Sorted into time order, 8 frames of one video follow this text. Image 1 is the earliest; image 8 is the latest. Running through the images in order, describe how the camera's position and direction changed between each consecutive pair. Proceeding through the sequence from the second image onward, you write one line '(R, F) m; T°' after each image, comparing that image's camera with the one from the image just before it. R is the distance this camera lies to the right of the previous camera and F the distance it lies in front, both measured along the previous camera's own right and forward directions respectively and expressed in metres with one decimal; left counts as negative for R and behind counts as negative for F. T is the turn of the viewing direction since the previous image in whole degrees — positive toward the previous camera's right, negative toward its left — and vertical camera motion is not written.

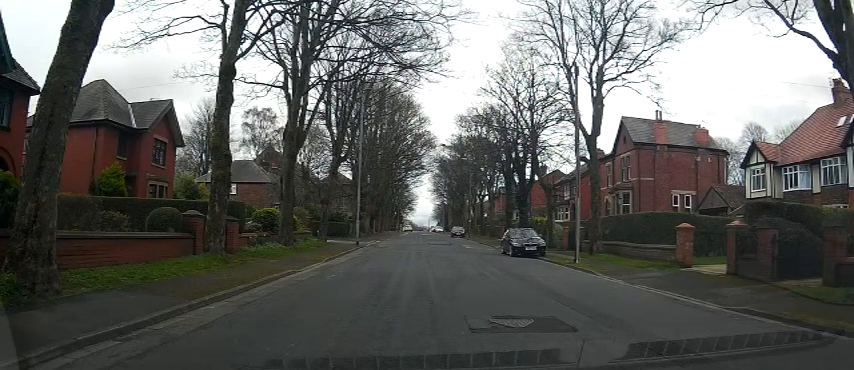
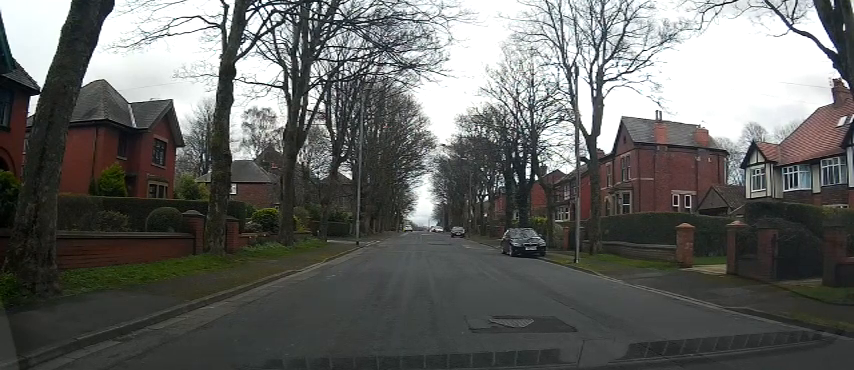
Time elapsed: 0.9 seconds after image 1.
(0.0, 0.0) m; 0°
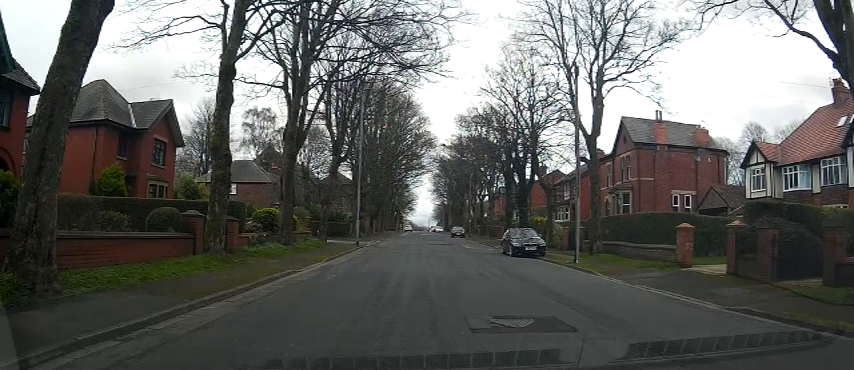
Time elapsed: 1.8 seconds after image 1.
(0.0, 0.0) m; 0°
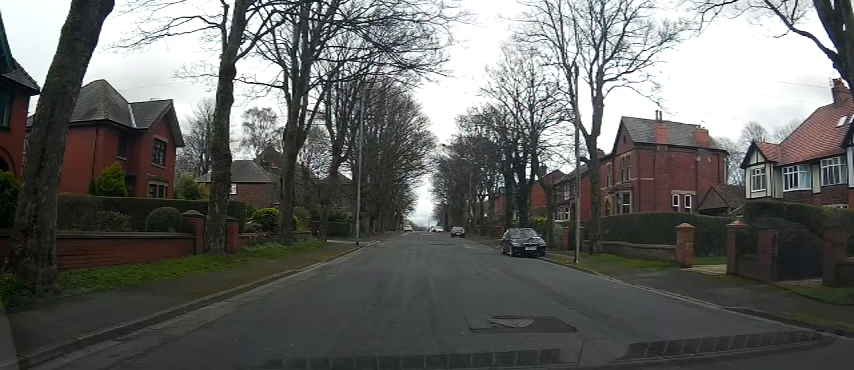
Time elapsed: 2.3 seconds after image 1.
(0.0, 0.0) m; 0°
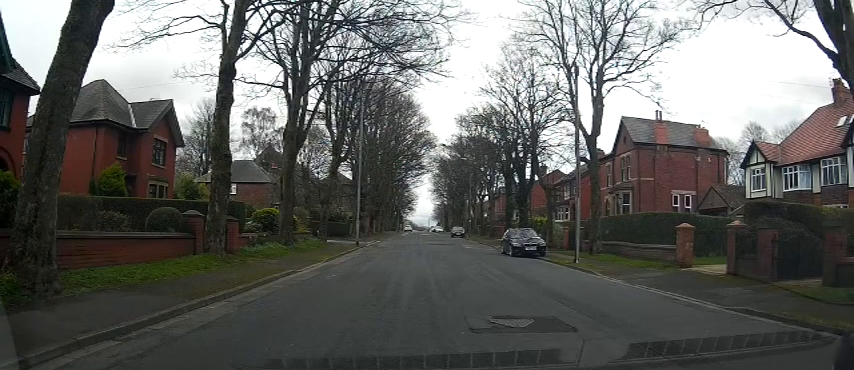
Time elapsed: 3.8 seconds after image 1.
(0.0, 0.0) m; 0°
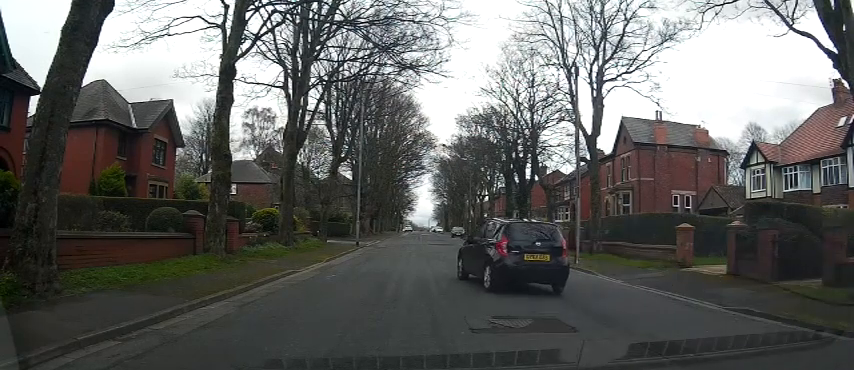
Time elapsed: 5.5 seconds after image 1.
(0.0, 0.0) m; 0°
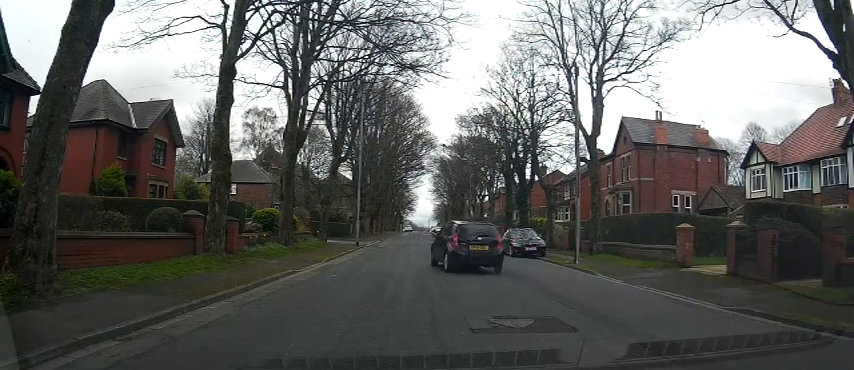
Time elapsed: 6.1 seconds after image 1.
(0.0, 0.0) m; 0°
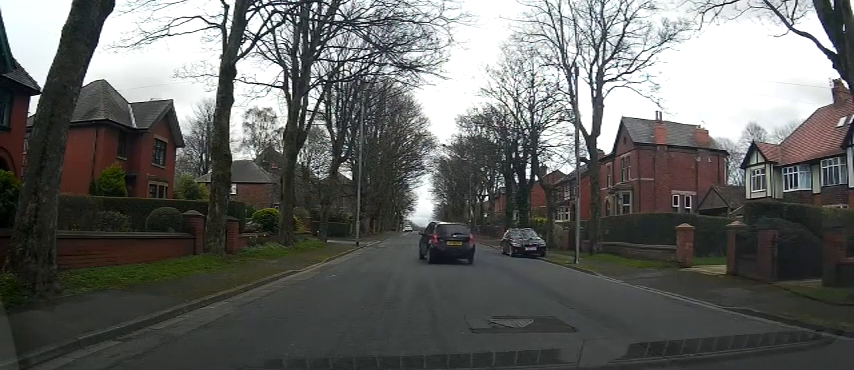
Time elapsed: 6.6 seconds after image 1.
(0.0, 0.0) m; 0°
